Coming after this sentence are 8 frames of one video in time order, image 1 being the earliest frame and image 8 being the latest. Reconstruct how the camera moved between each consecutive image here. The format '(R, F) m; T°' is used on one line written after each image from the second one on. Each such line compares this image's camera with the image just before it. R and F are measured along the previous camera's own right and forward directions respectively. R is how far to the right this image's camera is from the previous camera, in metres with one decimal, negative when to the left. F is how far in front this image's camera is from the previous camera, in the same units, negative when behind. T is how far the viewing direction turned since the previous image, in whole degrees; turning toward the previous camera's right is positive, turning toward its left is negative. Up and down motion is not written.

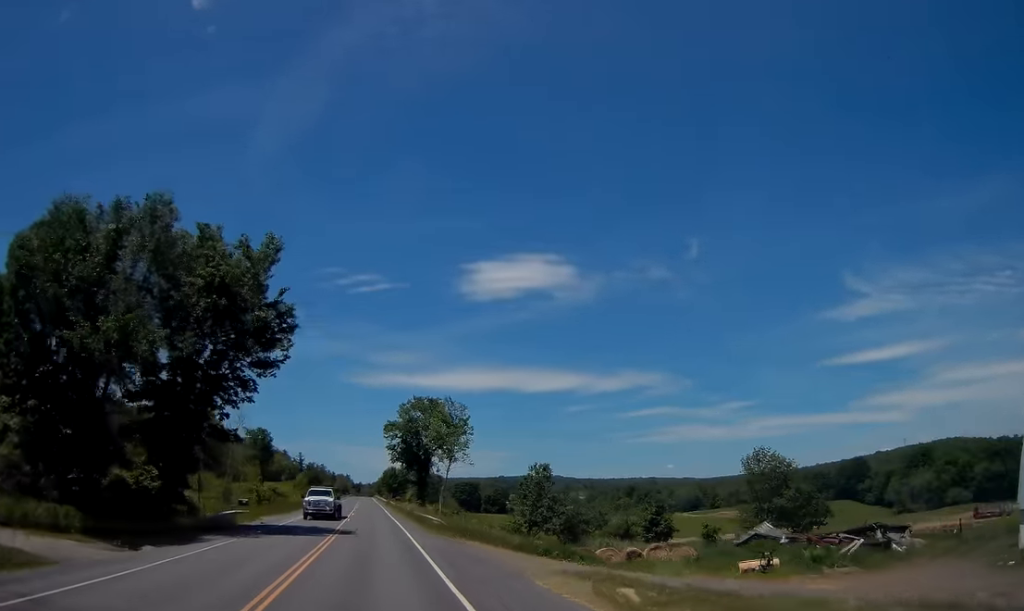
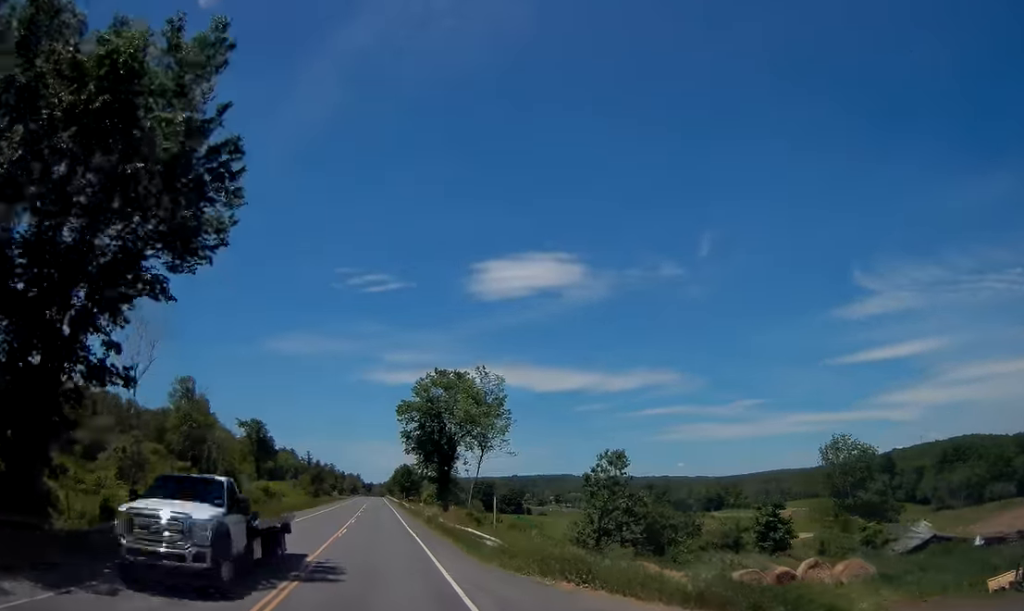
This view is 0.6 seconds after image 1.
(+0.1, +15.1) m; -1°
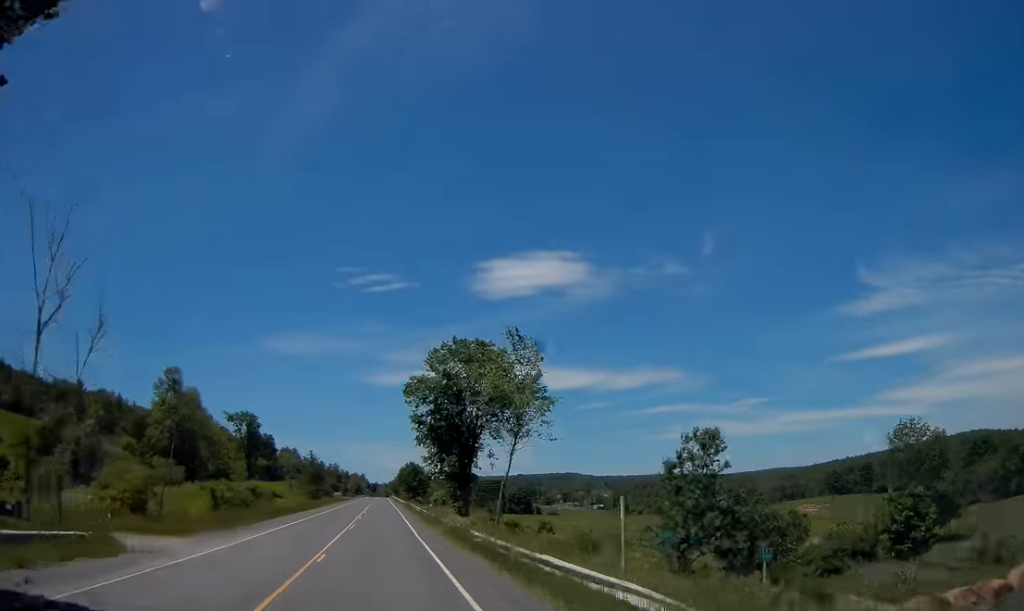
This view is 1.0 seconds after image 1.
(-0.2, +11.0) m; -1°
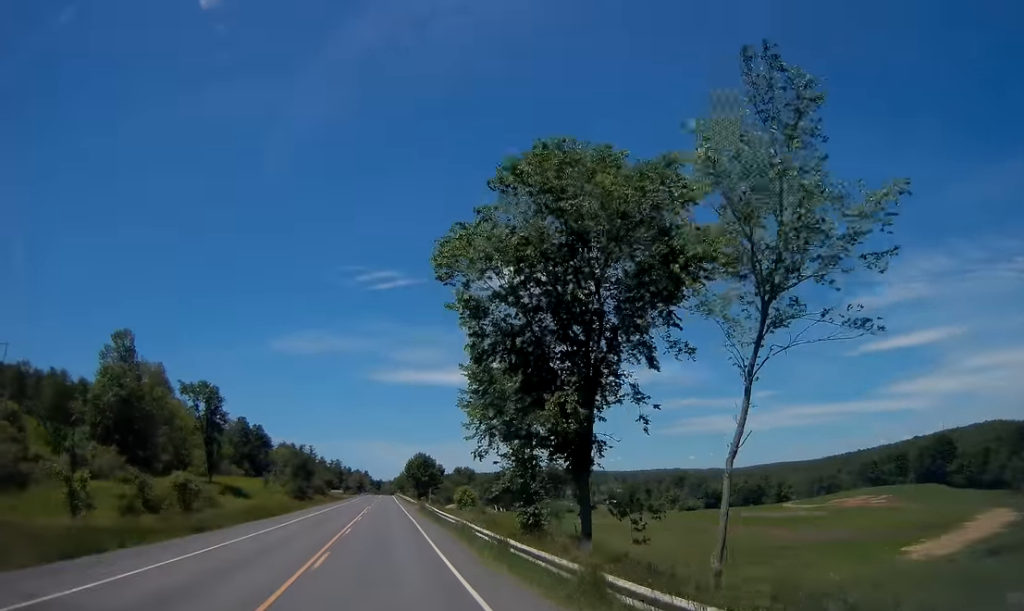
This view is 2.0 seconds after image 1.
(-0.4, +25.6) m; -1°
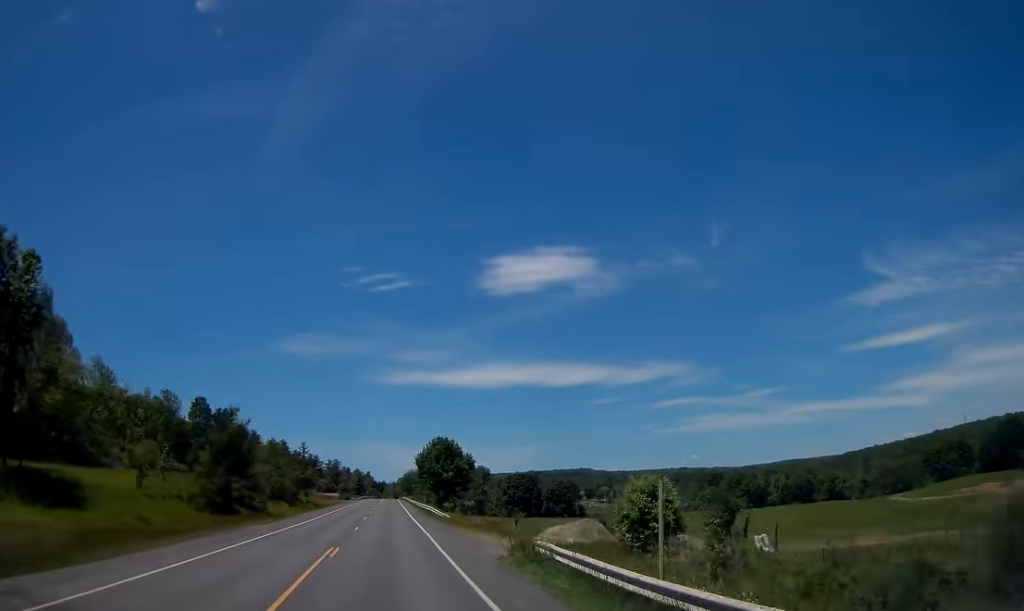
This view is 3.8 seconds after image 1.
(-0.2, +46.0) m; -1°
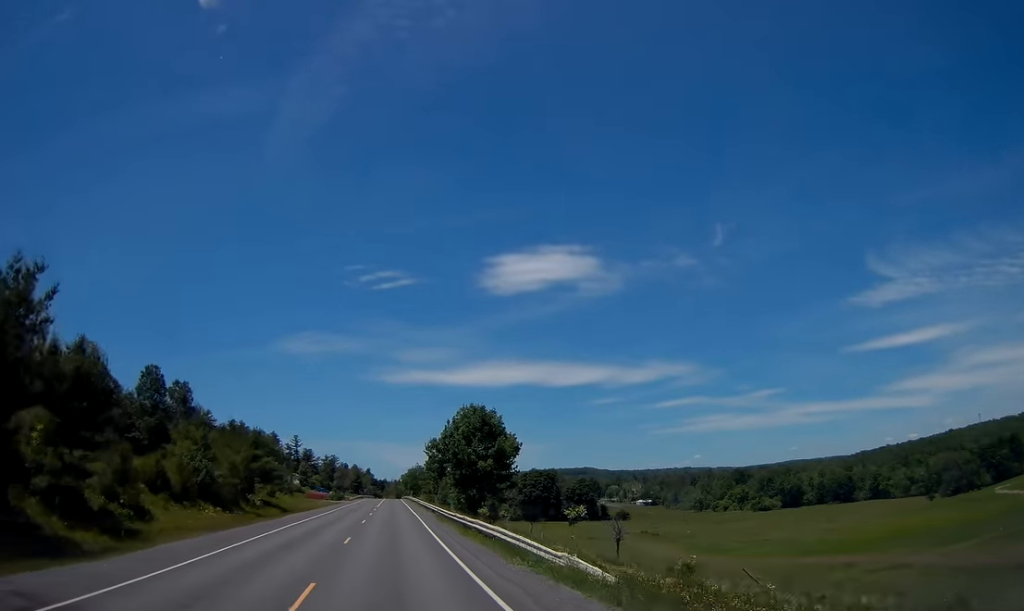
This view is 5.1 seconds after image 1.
(-0.2, +33.1) m; 0°
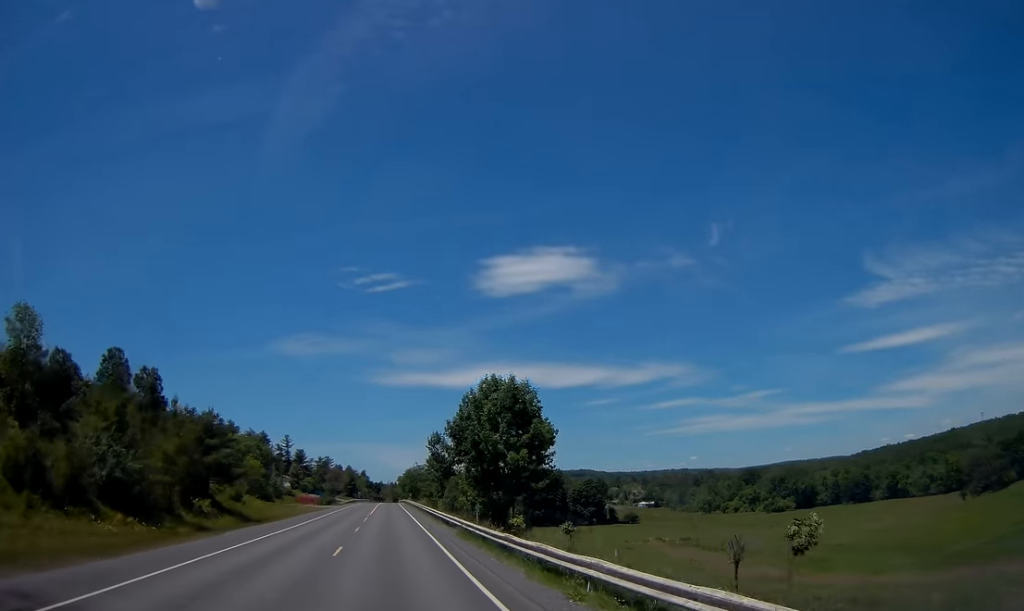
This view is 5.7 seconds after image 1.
(0.0, +15.7) m; 0°
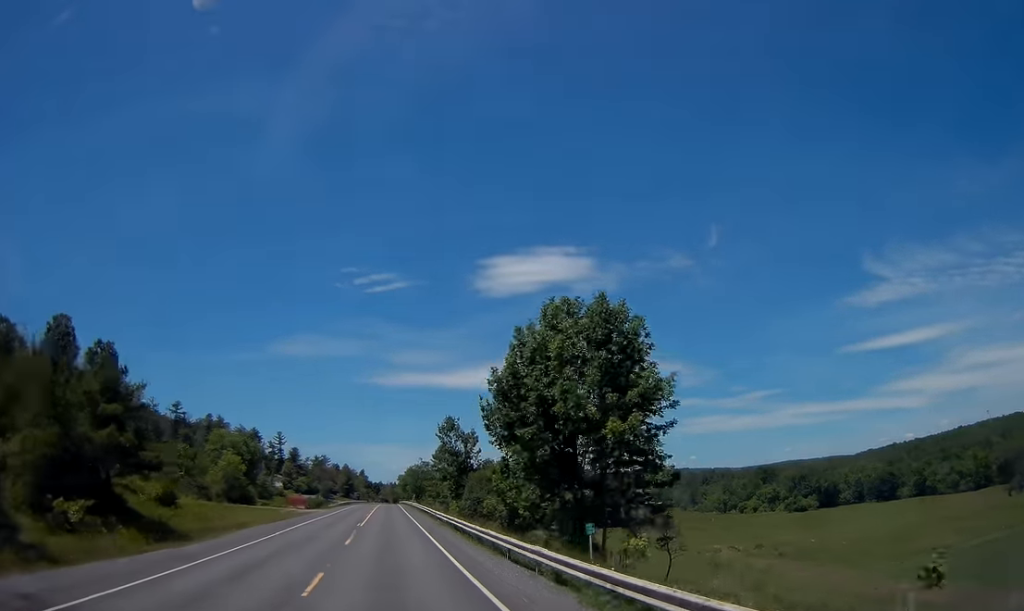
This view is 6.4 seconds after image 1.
(+0.1, +19.2) m; -1°
